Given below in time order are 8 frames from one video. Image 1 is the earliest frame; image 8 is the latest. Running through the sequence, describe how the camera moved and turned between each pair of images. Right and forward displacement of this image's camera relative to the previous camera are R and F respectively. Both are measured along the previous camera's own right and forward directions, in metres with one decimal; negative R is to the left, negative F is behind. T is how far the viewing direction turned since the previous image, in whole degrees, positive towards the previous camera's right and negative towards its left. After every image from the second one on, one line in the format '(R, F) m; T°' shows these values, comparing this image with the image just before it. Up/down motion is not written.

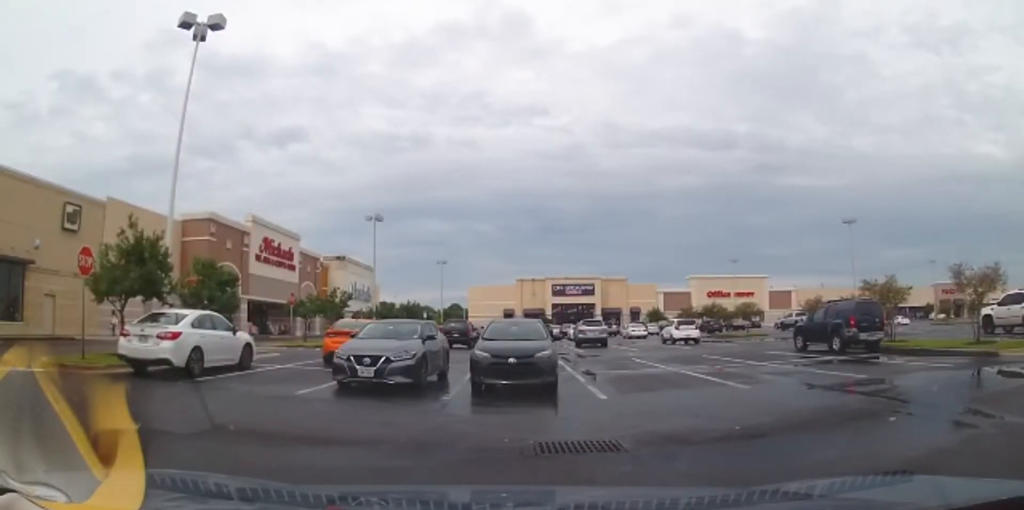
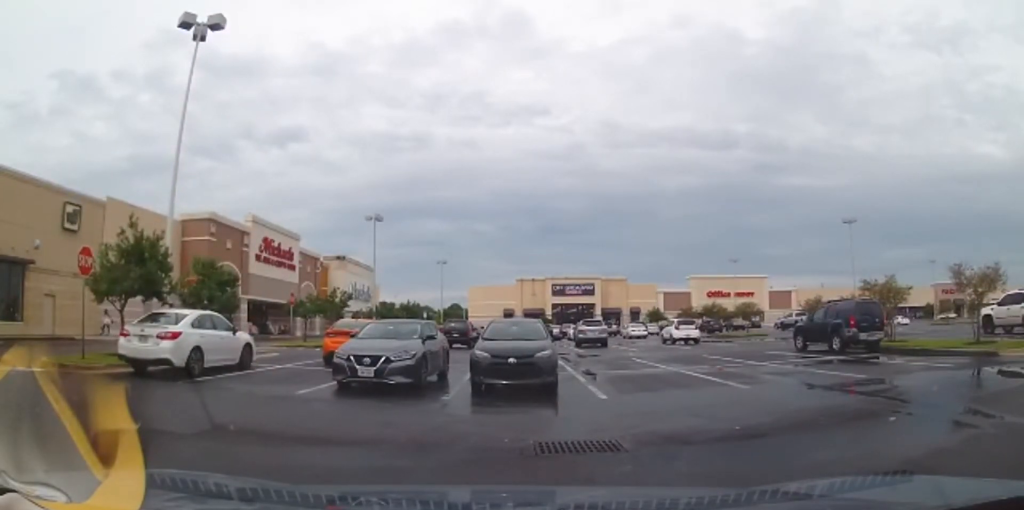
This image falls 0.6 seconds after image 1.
(0.0, 0.0) m; 0°
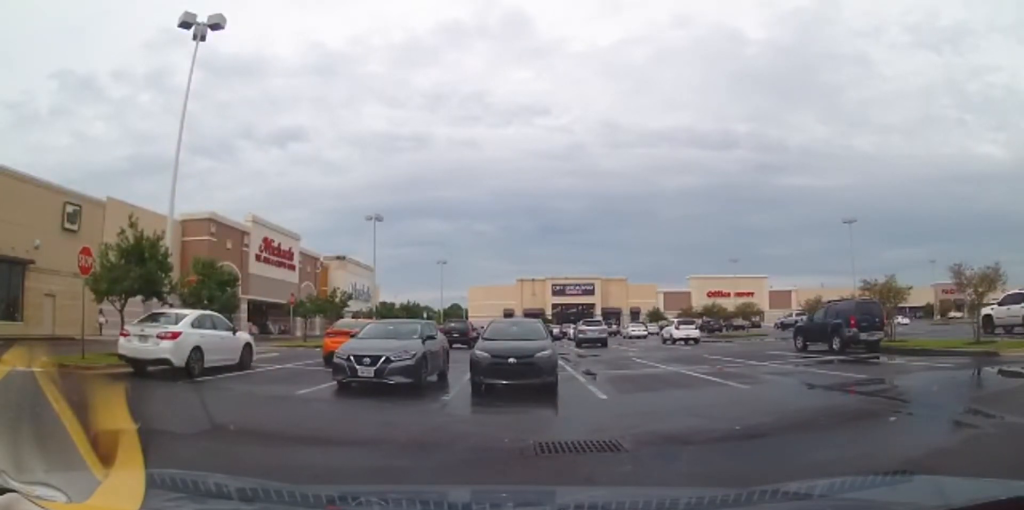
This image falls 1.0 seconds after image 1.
(0.0, 0.0) m; 0°
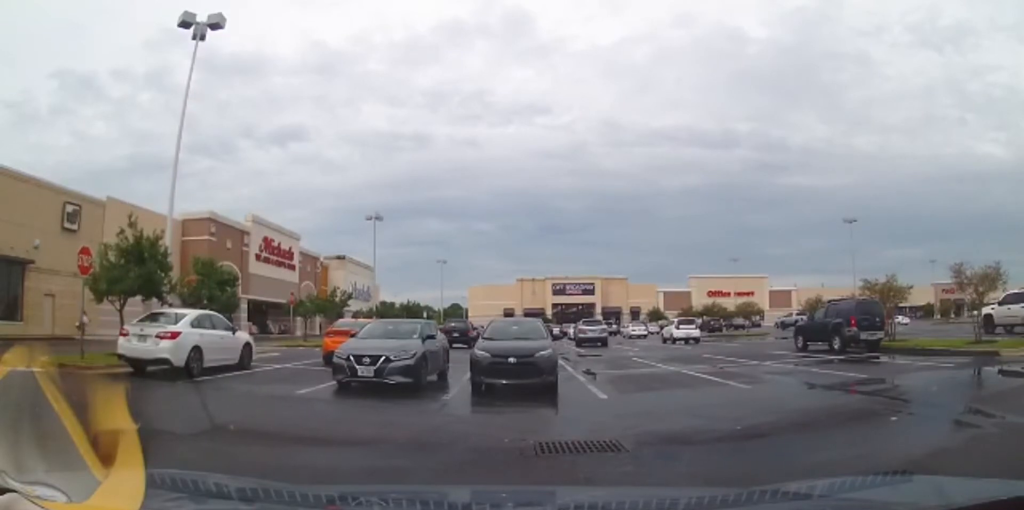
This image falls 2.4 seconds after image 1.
(0.0, 0.0) m; 0°
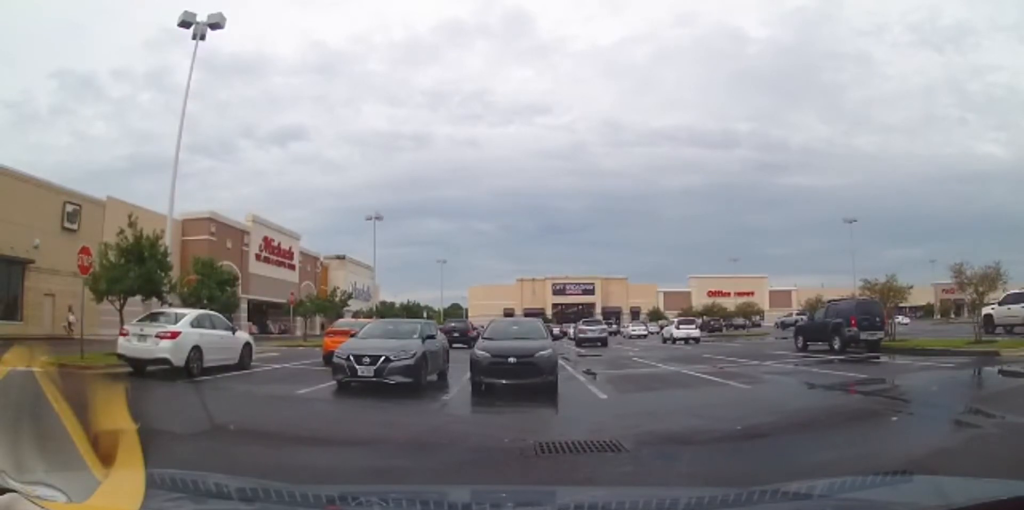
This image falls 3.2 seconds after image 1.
(0.0, 0.0) m; 0°
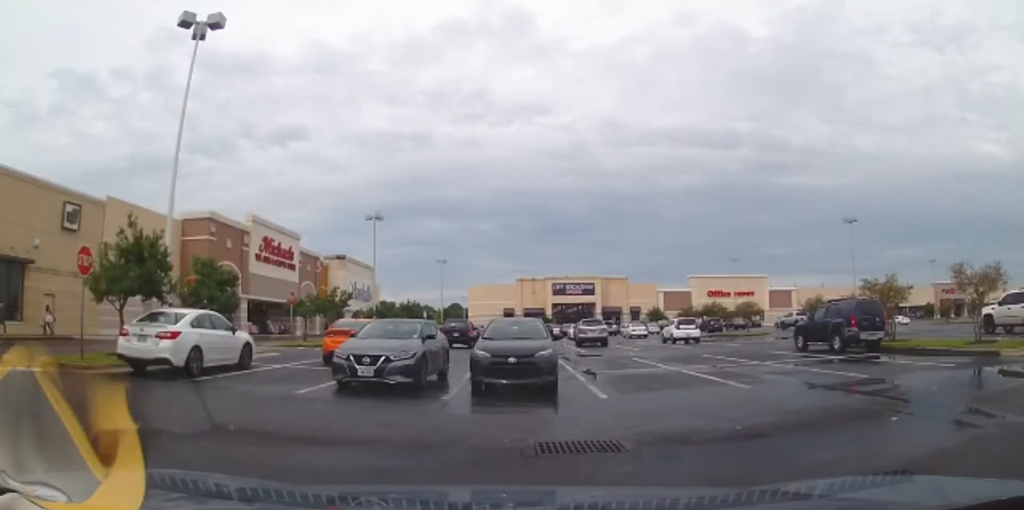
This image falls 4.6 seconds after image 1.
(0.0, 0.0) m; 0°
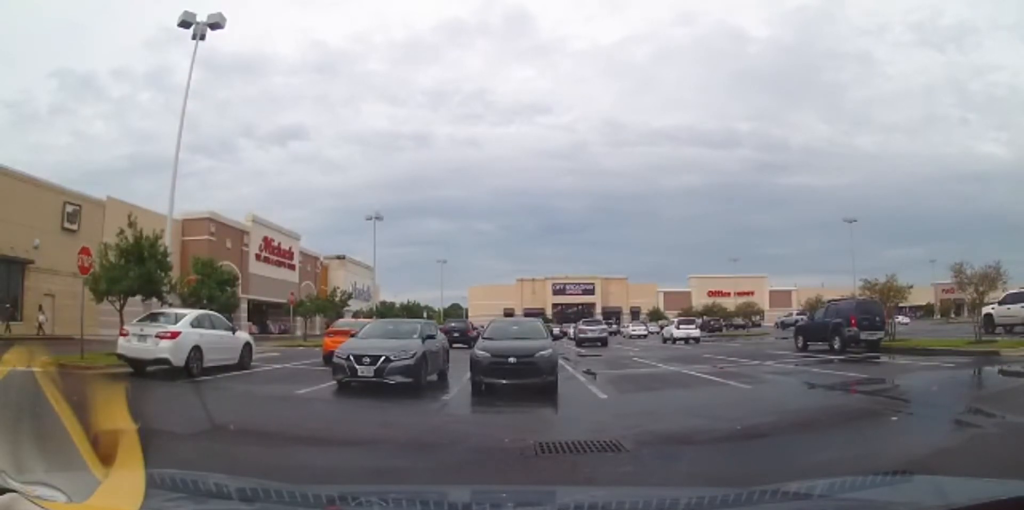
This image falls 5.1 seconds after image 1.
(0.0, 0.0) m; 0°
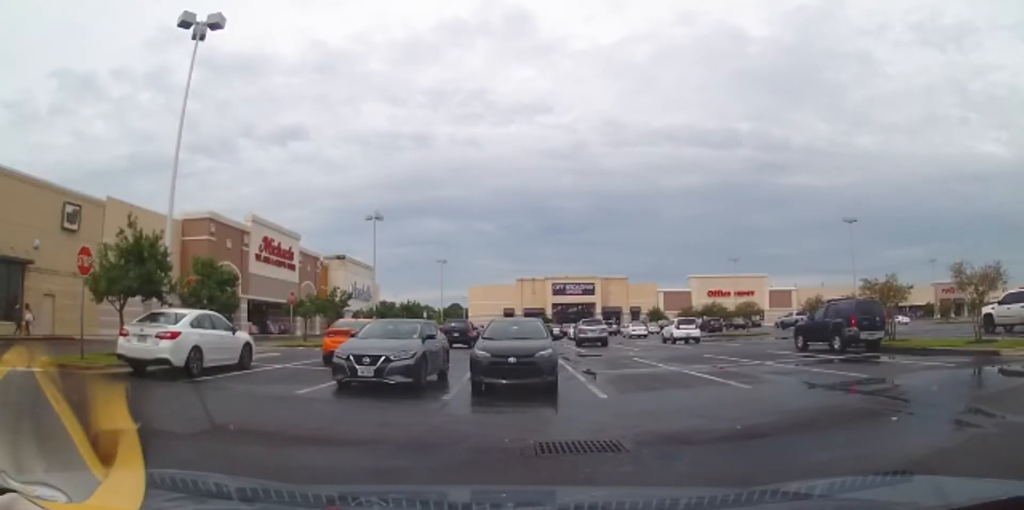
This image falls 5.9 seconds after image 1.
(0.0, 0.0) m; 0°
